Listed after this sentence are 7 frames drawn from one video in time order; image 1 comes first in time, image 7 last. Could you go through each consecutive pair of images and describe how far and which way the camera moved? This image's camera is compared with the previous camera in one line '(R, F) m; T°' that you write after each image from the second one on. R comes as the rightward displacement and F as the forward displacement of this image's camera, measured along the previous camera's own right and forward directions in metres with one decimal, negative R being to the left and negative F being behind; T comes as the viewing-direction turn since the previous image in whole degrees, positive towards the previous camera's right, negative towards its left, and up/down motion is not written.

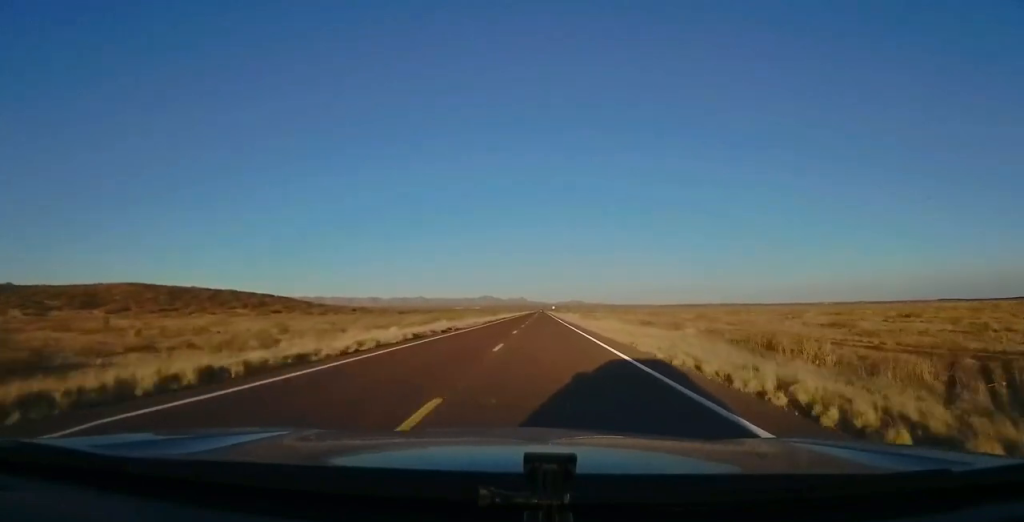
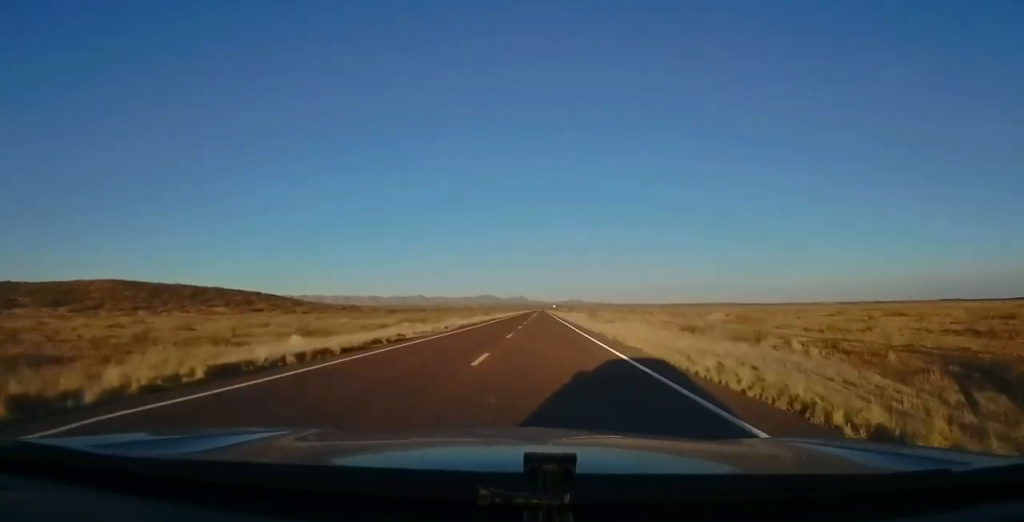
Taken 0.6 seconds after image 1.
(-0.1, +16.6) m; 0°
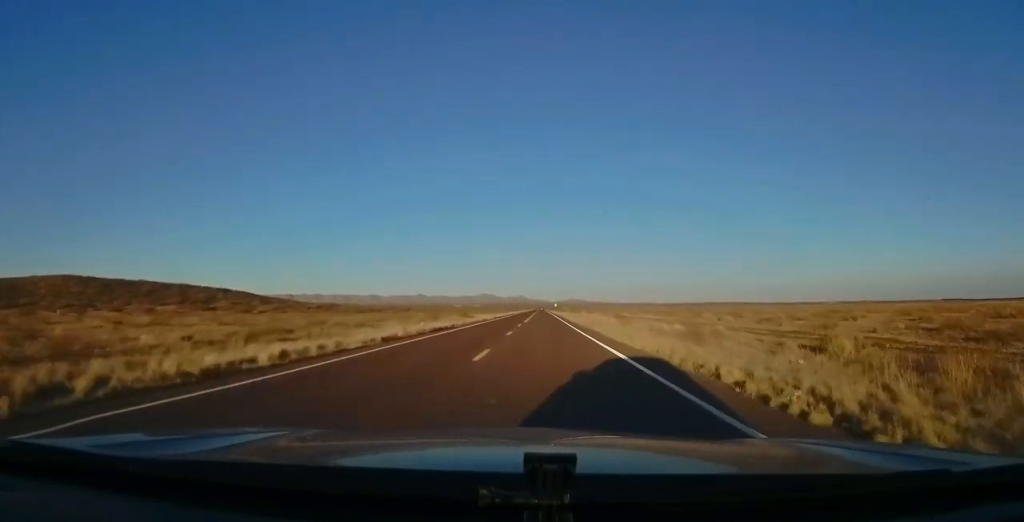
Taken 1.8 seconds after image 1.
(-0.1, +34.8) m; 0°
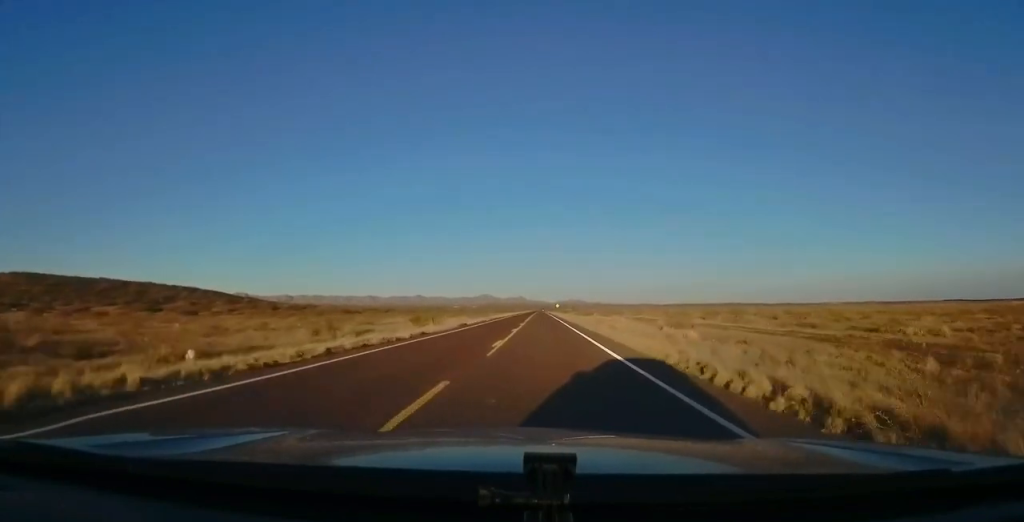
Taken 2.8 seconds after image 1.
(0.0, +30.7) m; +1°
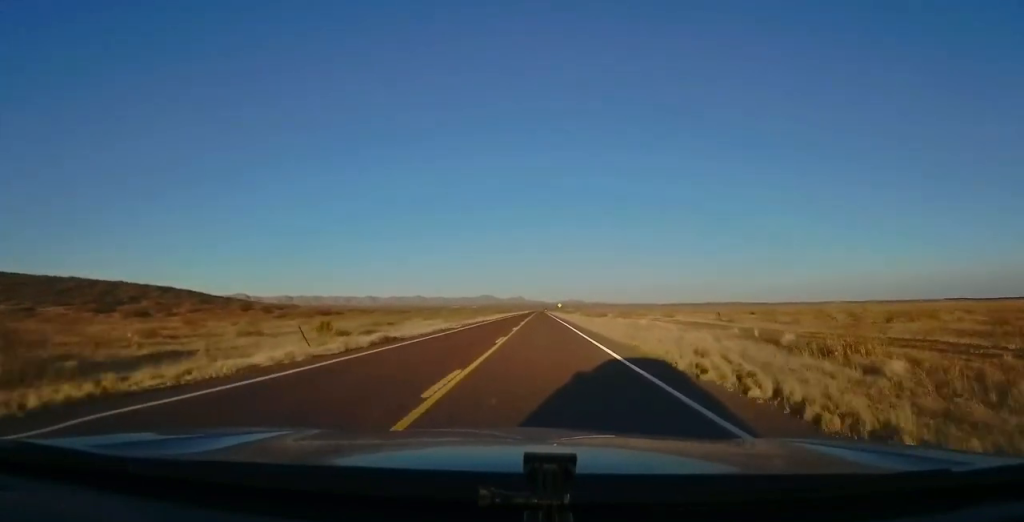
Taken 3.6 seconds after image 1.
(+0.3, +22.0) m; 0°
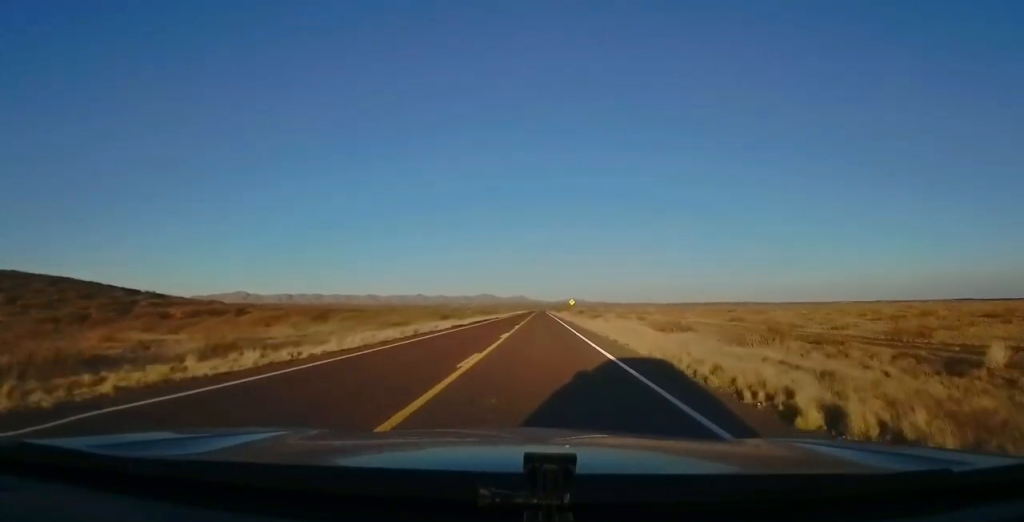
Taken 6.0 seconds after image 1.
(-0.9, +68.1) m; -1°
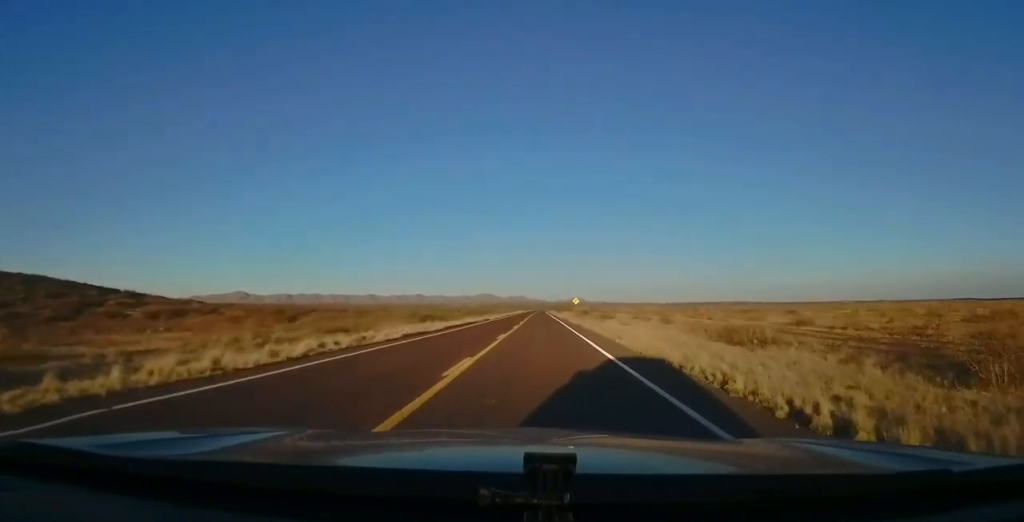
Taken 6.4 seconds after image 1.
(0.0, +13.4) m; 0°
